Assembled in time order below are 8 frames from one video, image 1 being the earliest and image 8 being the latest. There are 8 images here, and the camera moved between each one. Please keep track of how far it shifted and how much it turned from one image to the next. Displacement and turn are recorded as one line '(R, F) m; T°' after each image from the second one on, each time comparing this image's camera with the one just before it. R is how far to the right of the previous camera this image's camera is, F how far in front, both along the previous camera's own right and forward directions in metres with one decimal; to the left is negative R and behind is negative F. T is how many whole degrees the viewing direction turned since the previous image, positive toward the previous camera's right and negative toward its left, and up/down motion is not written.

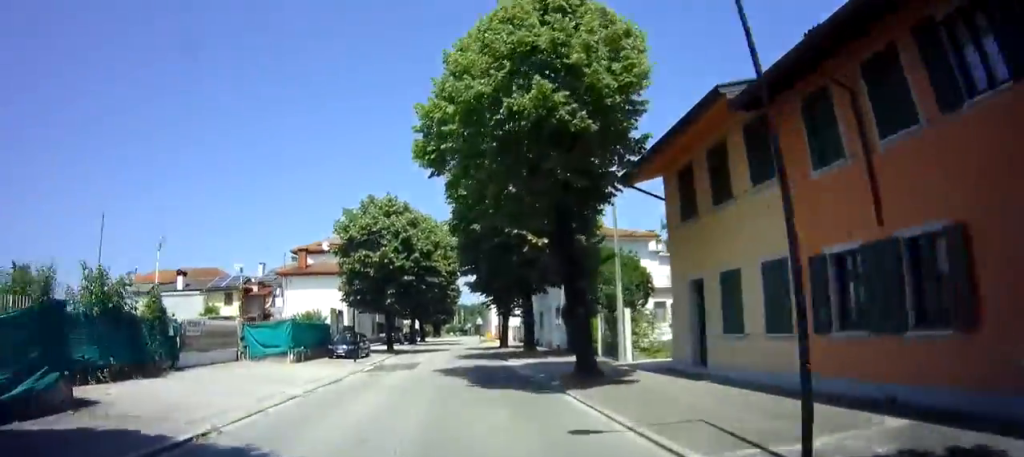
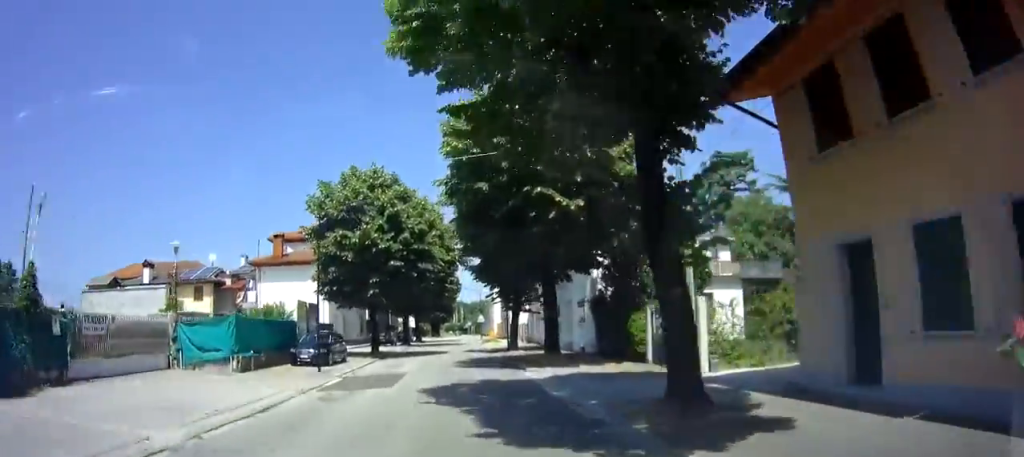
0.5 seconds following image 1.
(0.0, +6.3) m; 0°
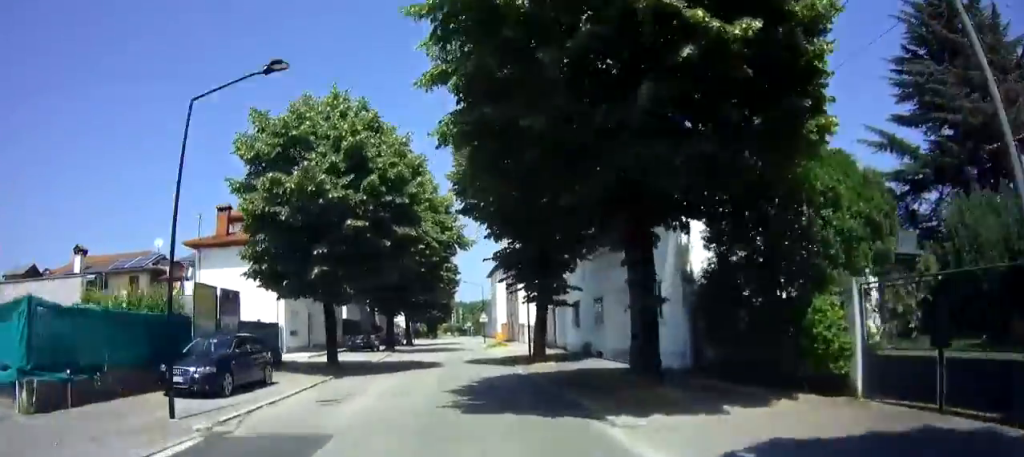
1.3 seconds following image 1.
(+0.2, +9.8) m; +1°
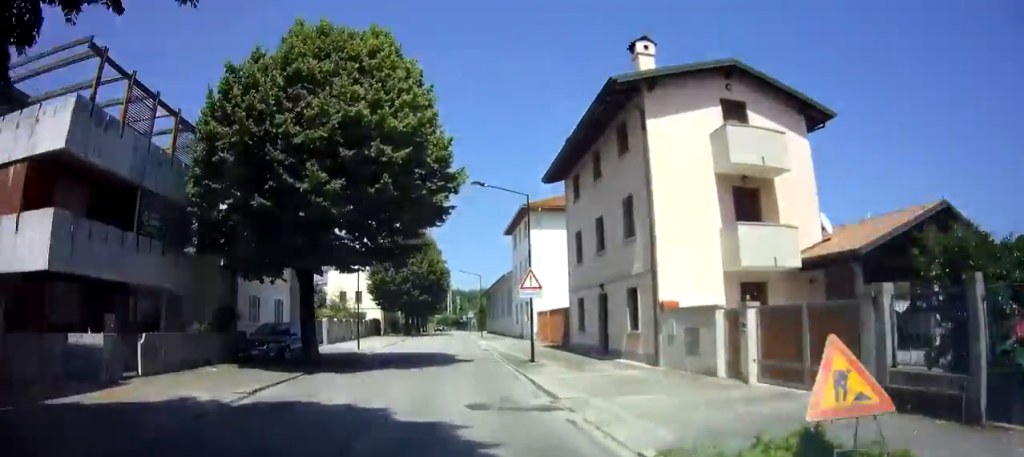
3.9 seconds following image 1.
(+0.8, +34.5) m; +1°
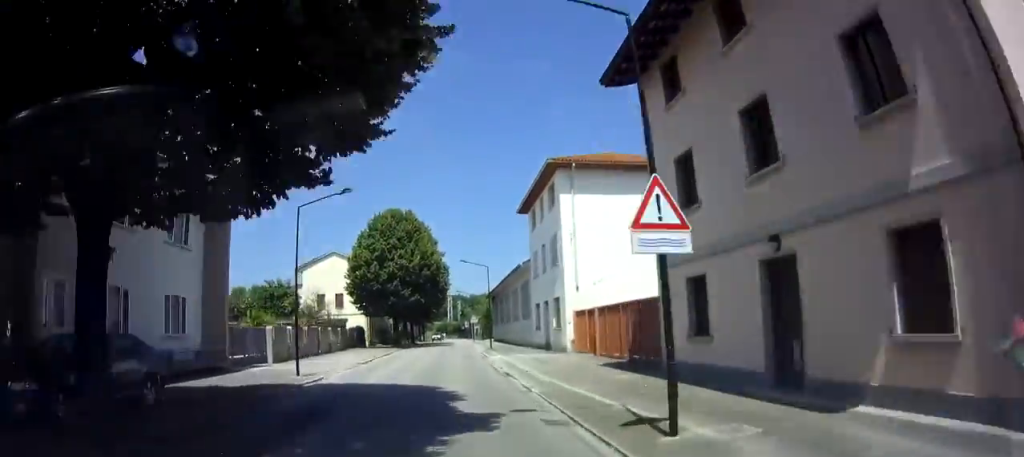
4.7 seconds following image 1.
(-0.1, +11.5) m; -1°
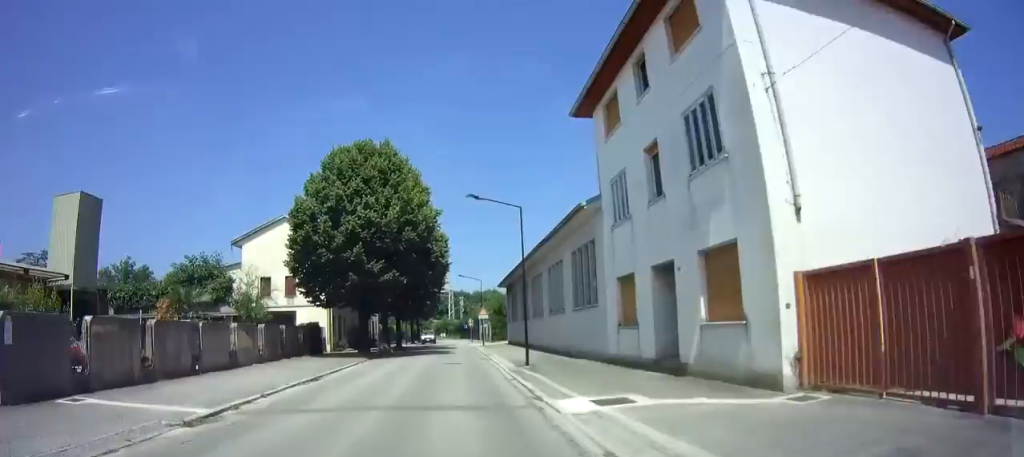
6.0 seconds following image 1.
(0.0, +17.1) m; +1°
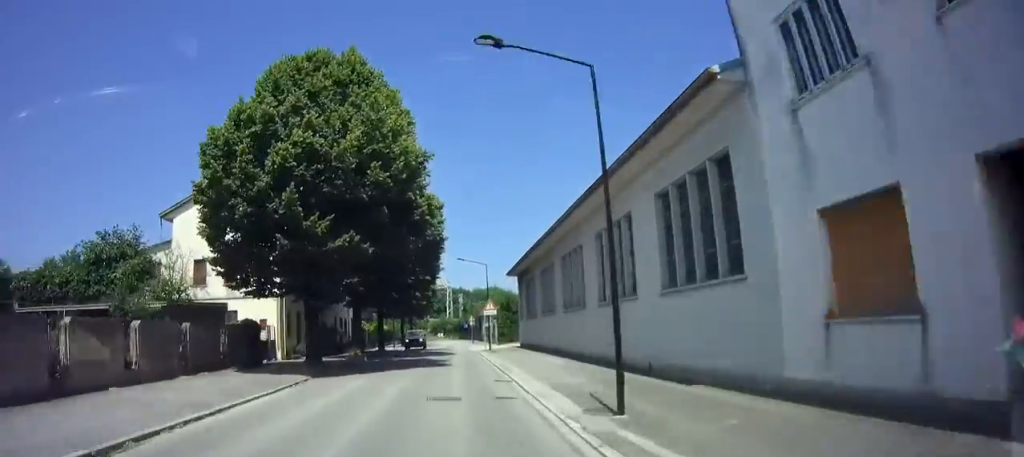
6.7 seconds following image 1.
(+0.2, +10.4) m; +1°
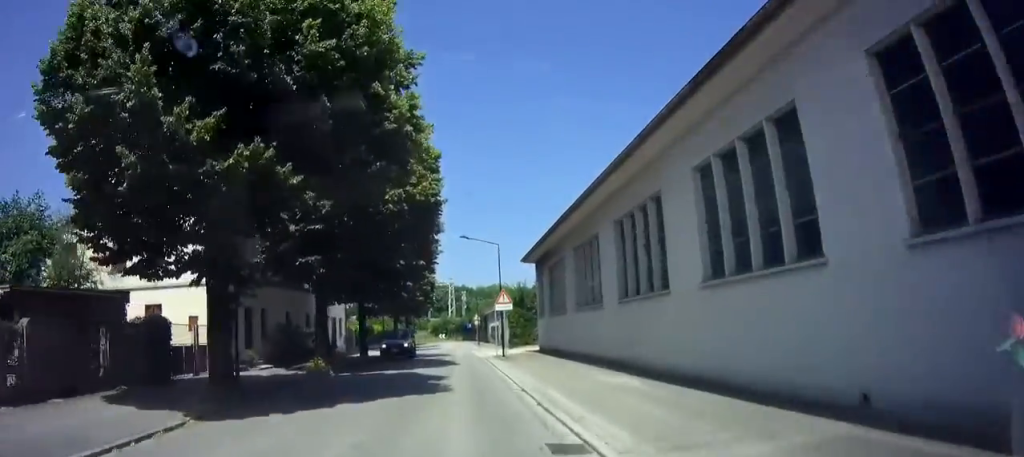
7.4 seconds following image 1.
(+0.1, +8.7) m; 0°
